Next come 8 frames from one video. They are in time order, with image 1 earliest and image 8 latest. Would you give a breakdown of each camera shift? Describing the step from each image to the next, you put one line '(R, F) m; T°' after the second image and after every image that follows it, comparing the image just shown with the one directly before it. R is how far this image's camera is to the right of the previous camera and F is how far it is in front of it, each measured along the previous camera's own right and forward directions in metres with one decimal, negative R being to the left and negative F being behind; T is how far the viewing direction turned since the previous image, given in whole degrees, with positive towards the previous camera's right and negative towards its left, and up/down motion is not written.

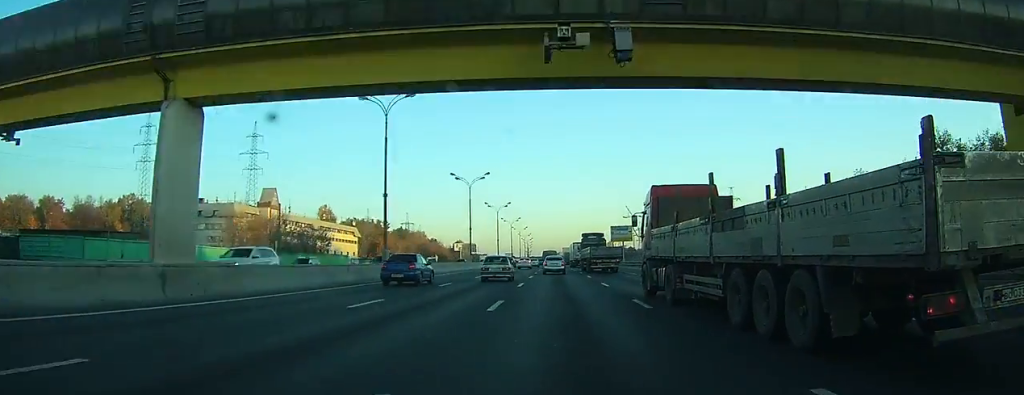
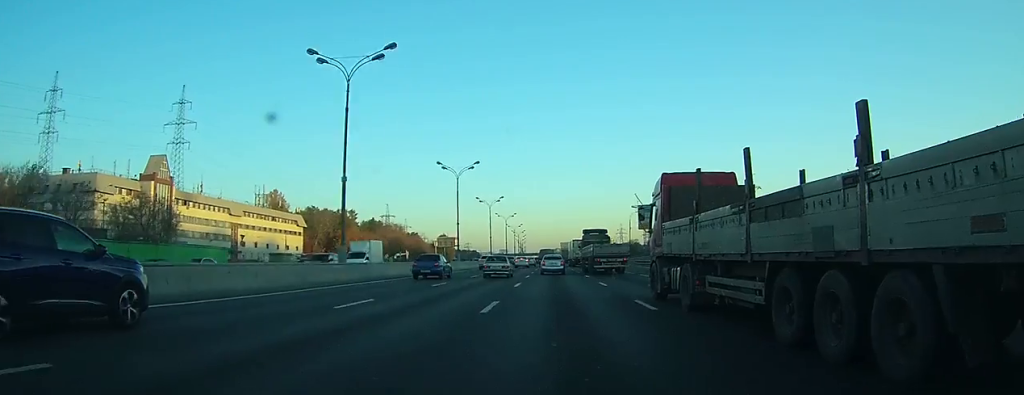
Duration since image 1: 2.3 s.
(0.0, +45.9) m; 0°
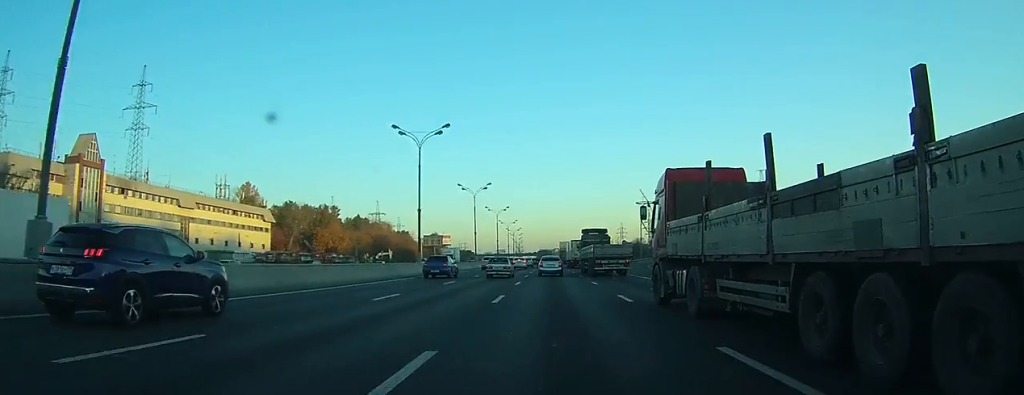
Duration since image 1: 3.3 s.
(0.0, +19.8) m; 0°
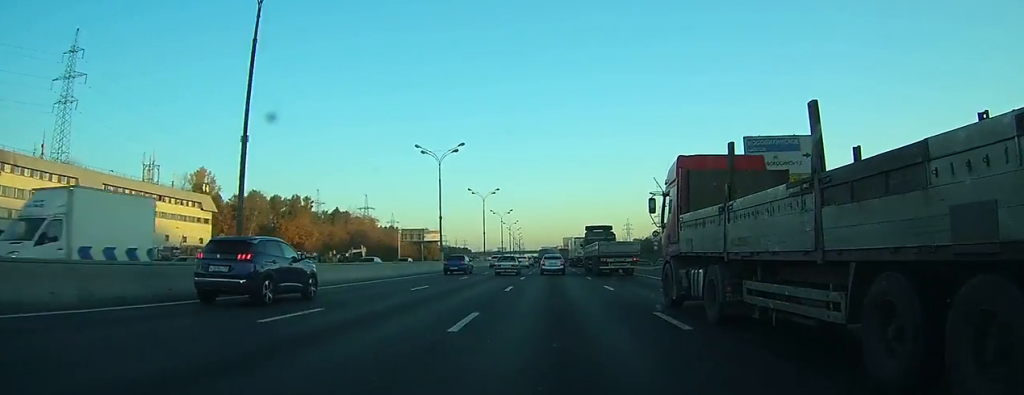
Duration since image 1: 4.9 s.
(0.0, +29.6) m; 0°
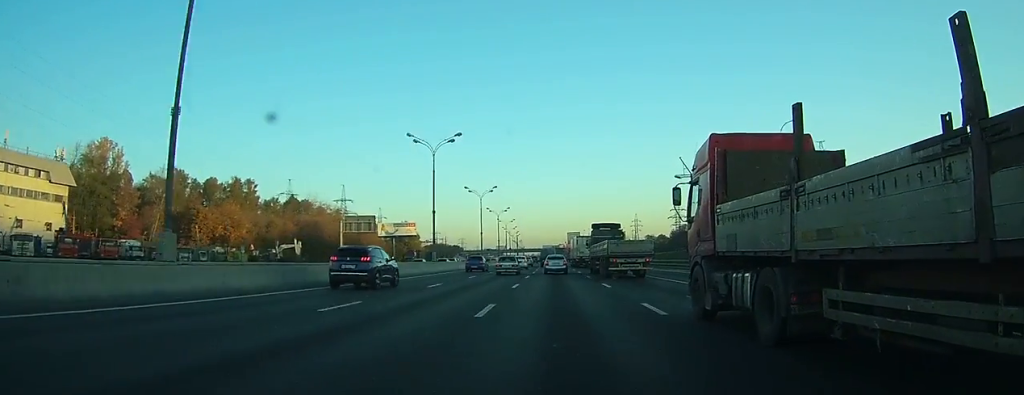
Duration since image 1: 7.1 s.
(0.0, +45.1) m; 0°
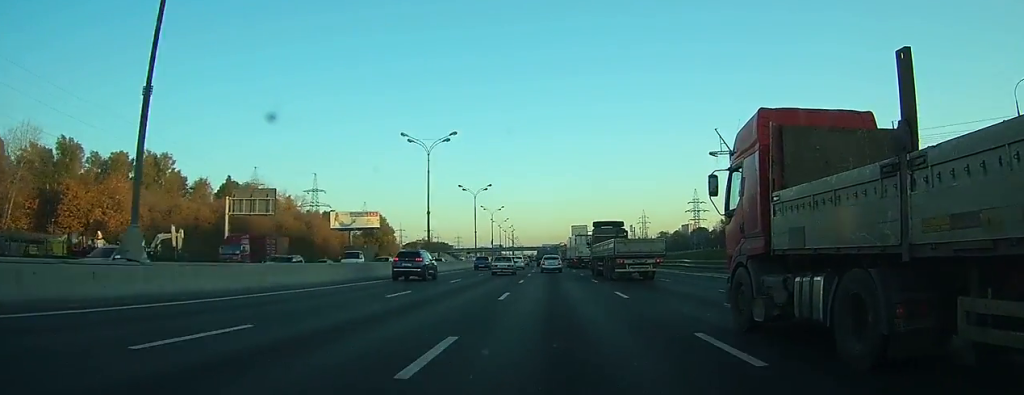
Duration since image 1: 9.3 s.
(-0.2, +41.7) m; -1°
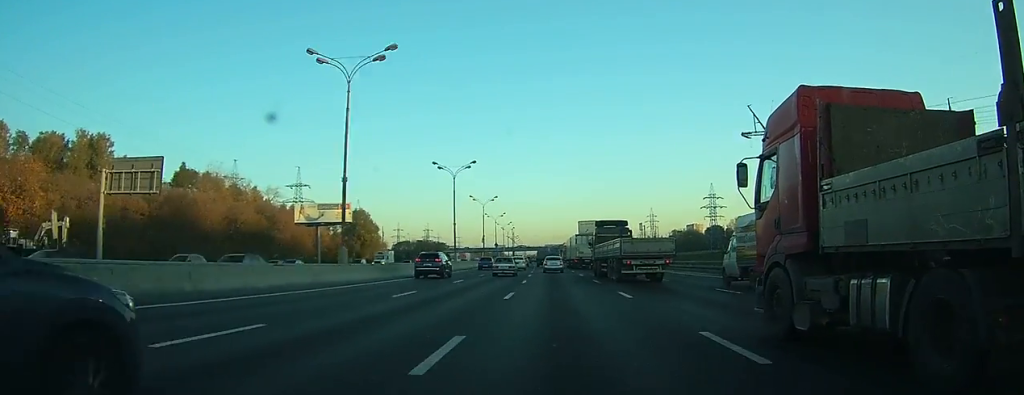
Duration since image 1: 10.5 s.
(-0.1, +24.2) m; 0°
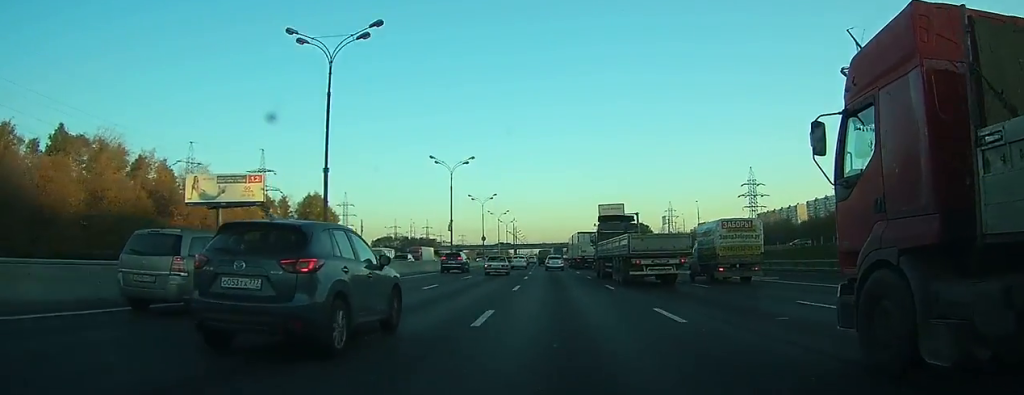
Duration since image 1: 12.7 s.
(-0.2, +42.7) m; -1°
